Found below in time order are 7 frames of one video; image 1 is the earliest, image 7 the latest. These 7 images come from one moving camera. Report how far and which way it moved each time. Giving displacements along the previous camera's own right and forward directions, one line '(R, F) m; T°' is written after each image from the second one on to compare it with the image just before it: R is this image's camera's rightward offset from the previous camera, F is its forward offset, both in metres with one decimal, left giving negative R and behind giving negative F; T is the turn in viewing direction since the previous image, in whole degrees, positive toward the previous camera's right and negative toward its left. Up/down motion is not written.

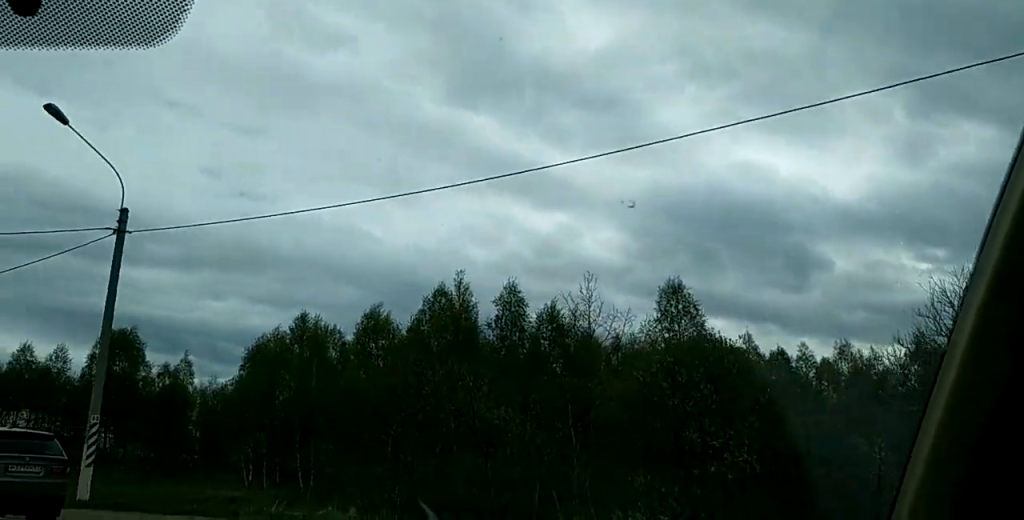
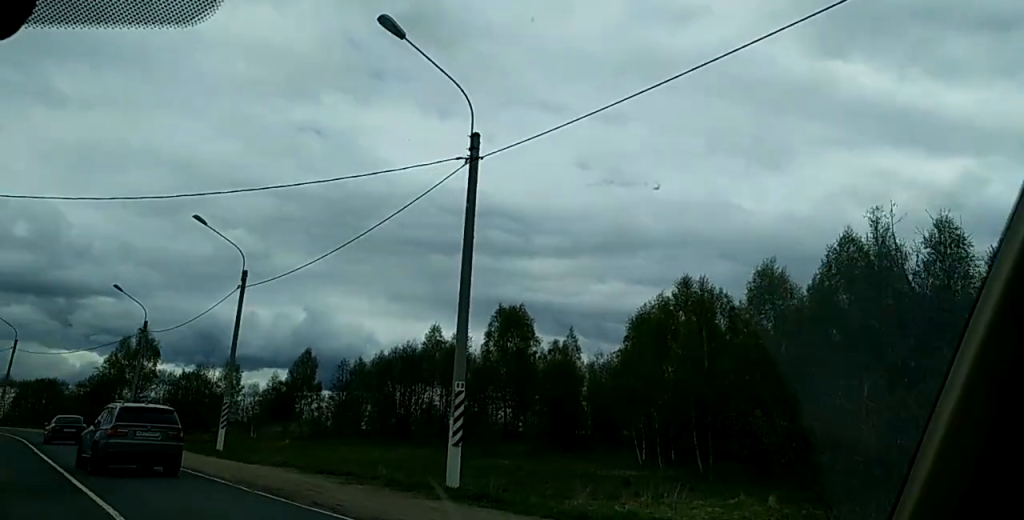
(-1.8, +7.5) m; -21°
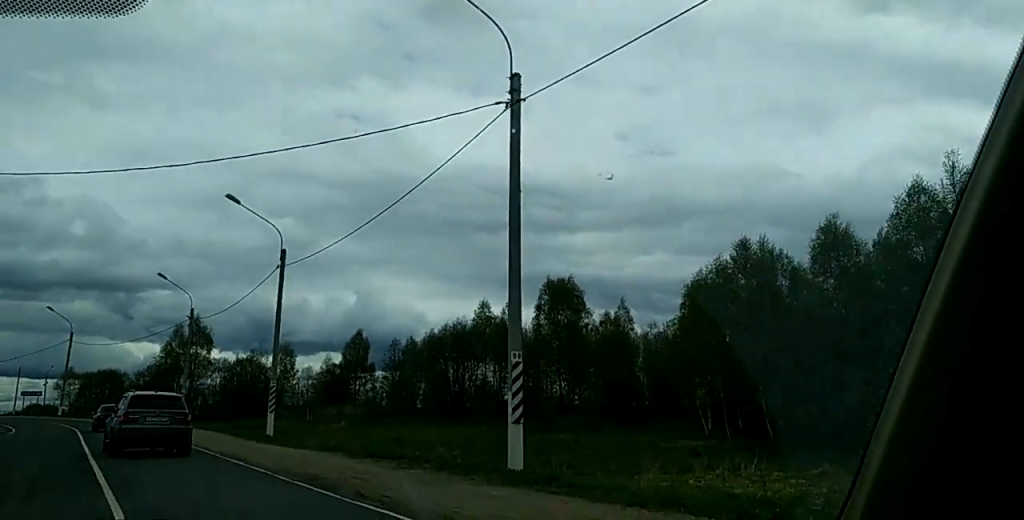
(-0.1, +2.7) m; -5°
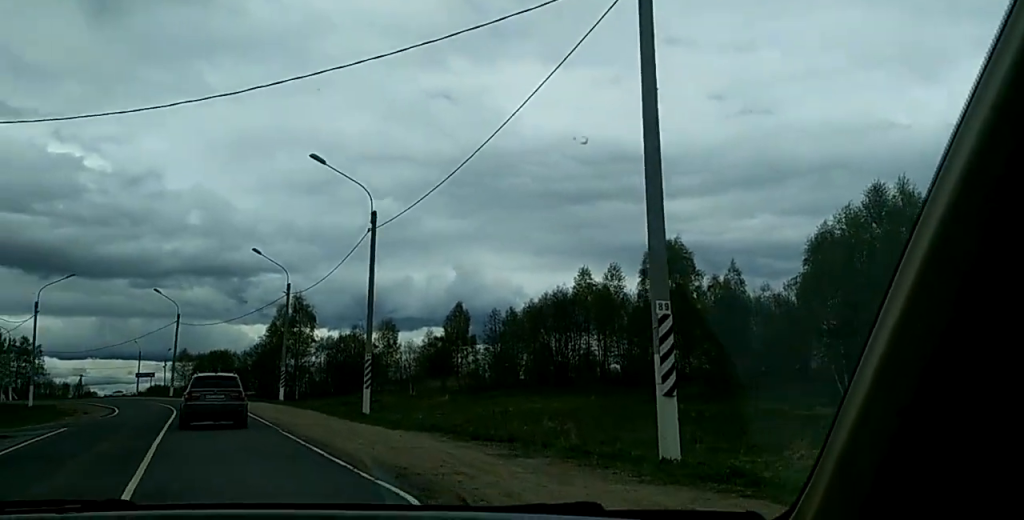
(0.0, +4.5) m; -7°
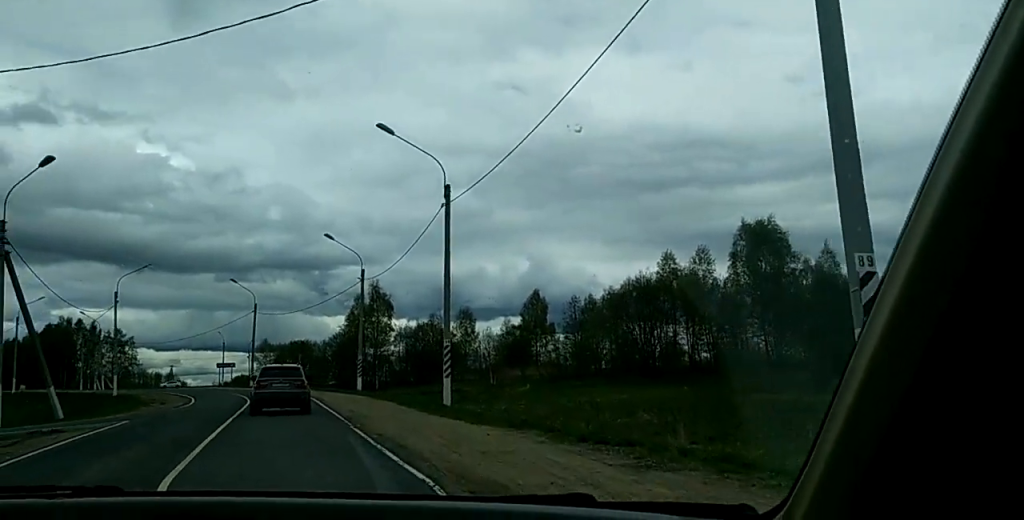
(-0.4, +4.0) m; -4°
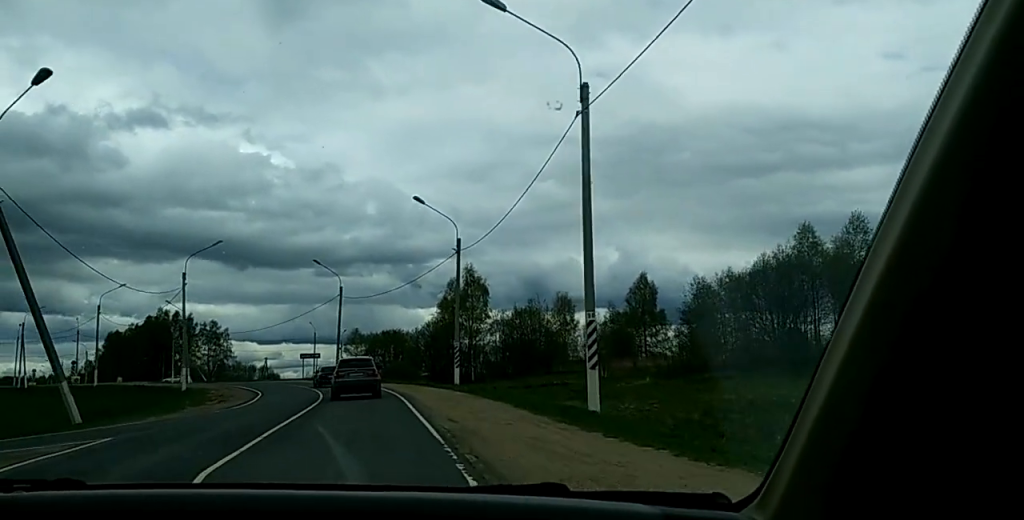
(-0.7, +11.7) m; -4°
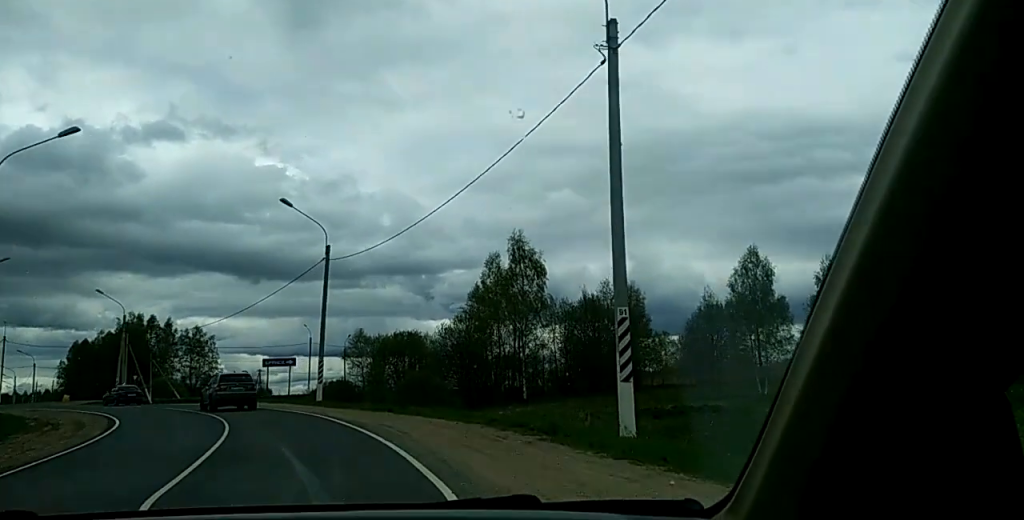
(-1.1, +33.2) m; -7°
